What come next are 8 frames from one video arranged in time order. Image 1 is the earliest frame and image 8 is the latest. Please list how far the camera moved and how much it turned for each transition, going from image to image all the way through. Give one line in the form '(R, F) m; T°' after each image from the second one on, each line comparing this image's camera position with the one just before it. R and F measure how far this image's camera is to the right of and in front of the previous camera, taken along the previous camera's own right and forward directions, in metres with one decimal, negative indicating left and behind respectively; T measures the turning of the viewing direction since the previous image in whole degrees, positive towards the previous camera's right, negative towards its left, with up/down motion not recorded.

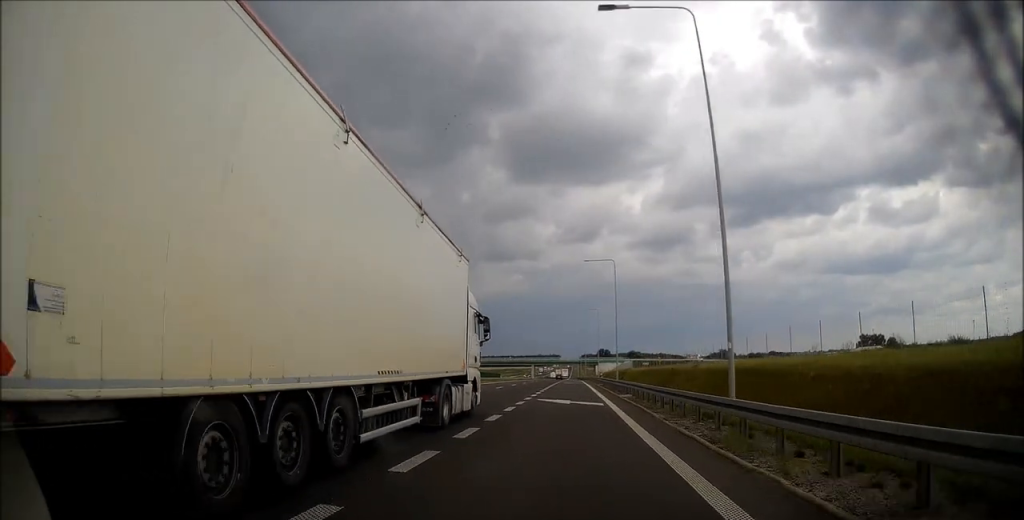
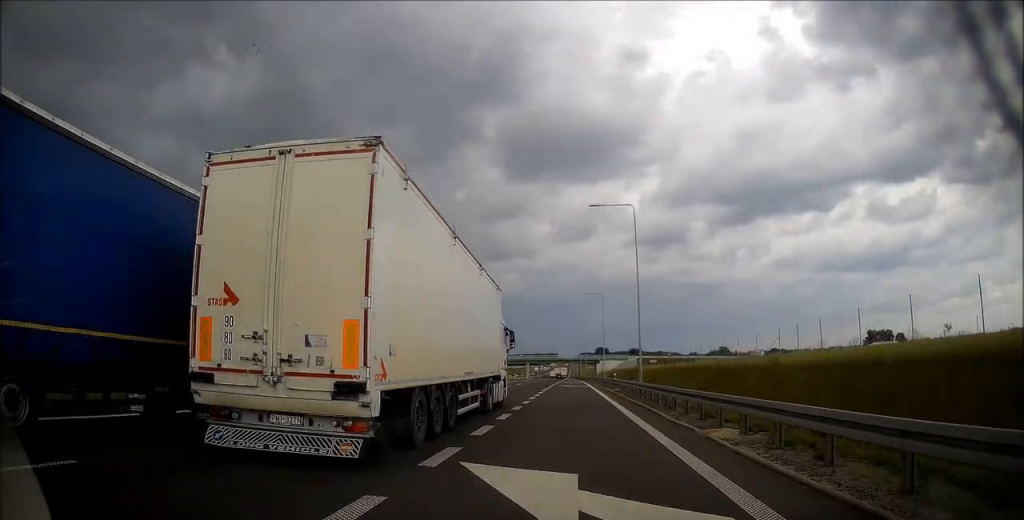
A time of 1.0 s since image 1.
(+0.4, +18.8) m; +1°
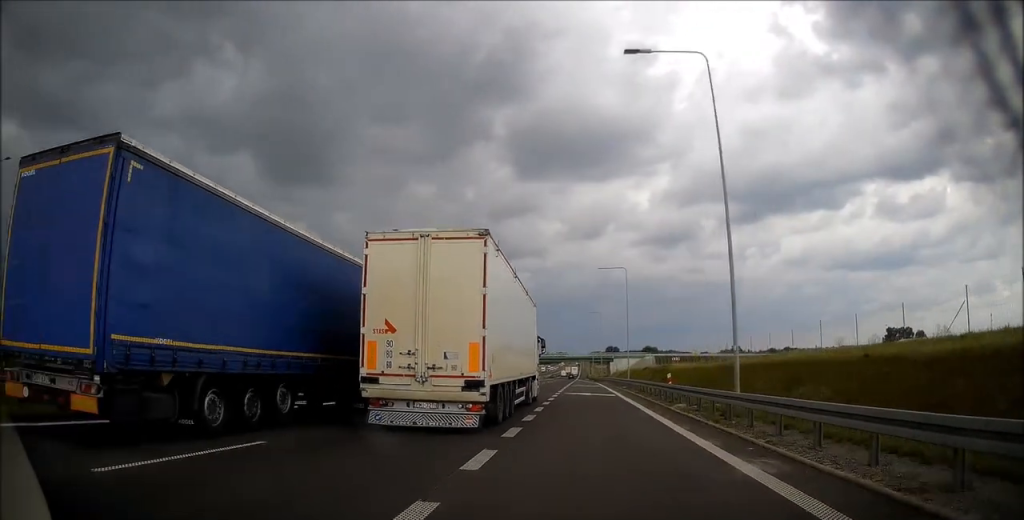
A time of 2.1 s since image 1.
(-0.2, +20.6) m; -1°
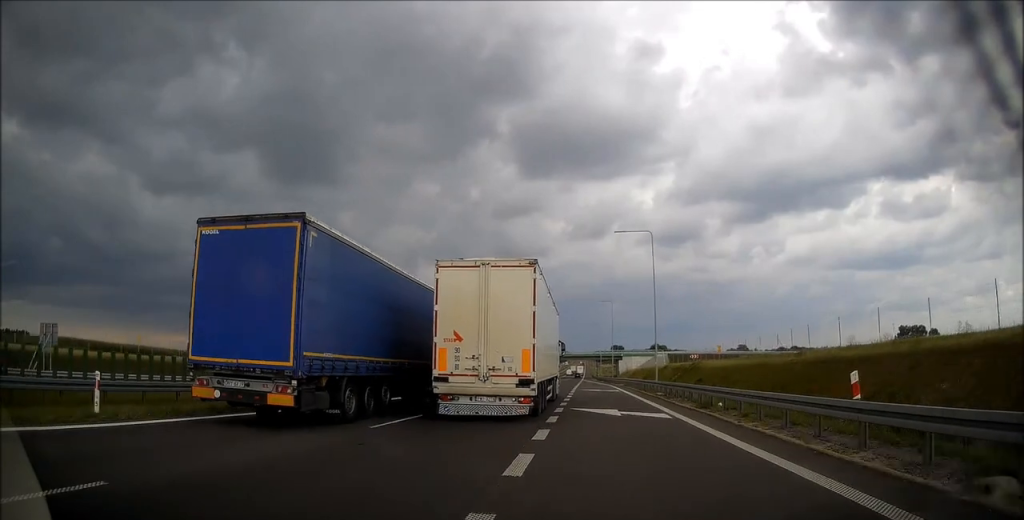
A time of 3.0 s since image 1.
(-0.2, +16.2) m; 0°
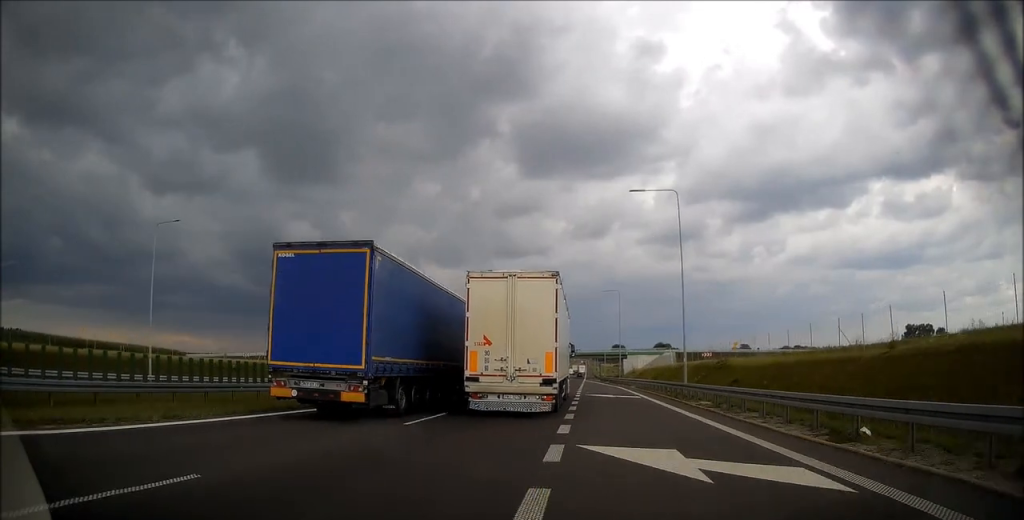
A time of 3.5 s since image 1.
(+0.1, +10.7) m; 0°
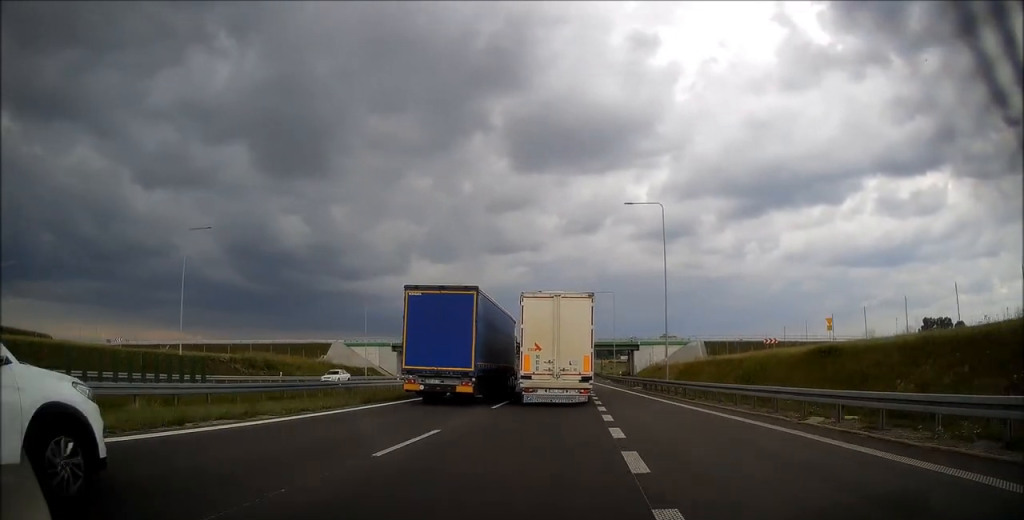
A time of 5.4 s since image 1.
(+0.1, +39.8) m; 0°
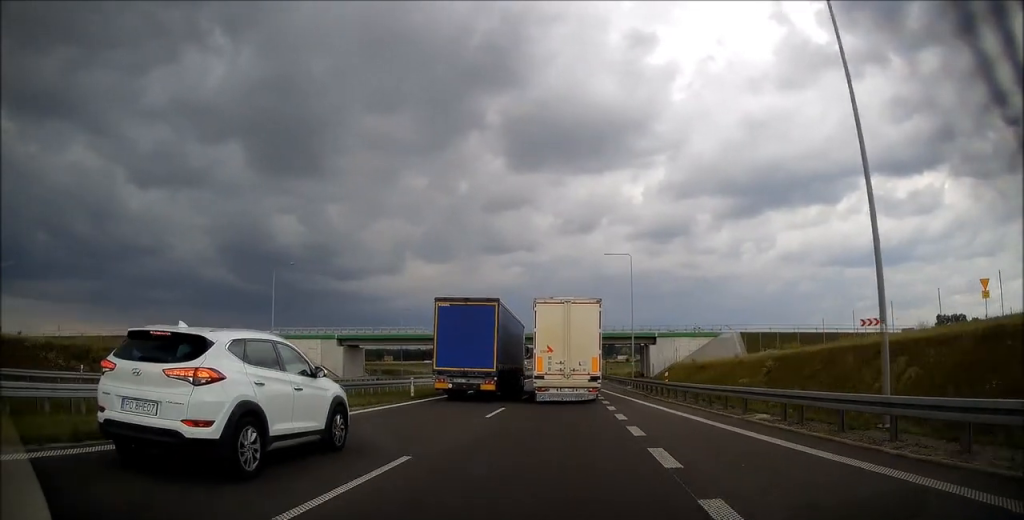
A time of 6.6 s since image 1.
(+0.1, +27.5) m; 0°
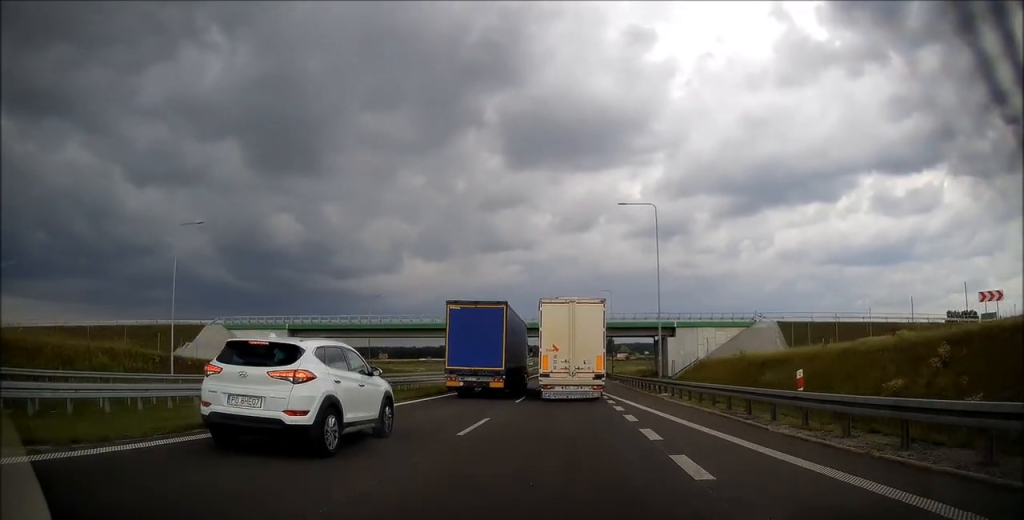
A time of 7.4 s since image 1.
(0.0, +16.8) m; 0°
